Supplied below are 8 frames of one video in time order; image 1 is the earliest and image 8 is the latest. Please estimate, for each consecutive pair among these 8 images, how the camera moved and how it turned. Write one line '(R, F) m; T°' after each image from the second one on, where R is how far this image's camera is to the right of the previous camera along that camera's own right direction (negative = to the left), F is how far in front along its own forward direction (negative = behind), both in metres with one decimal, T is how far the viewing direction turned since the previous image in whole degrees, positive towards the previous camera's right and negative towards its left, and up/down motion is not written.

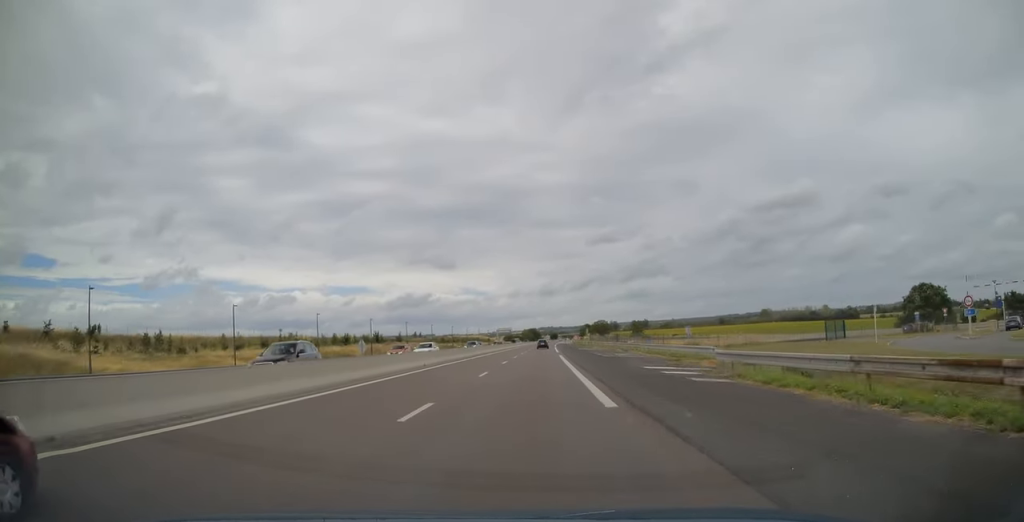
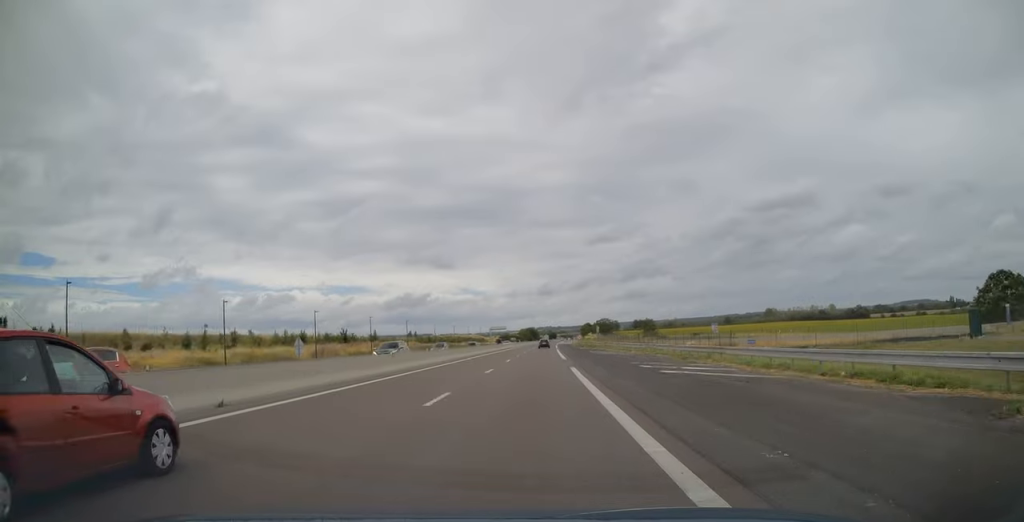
(0.0, +23.3) m; 0°
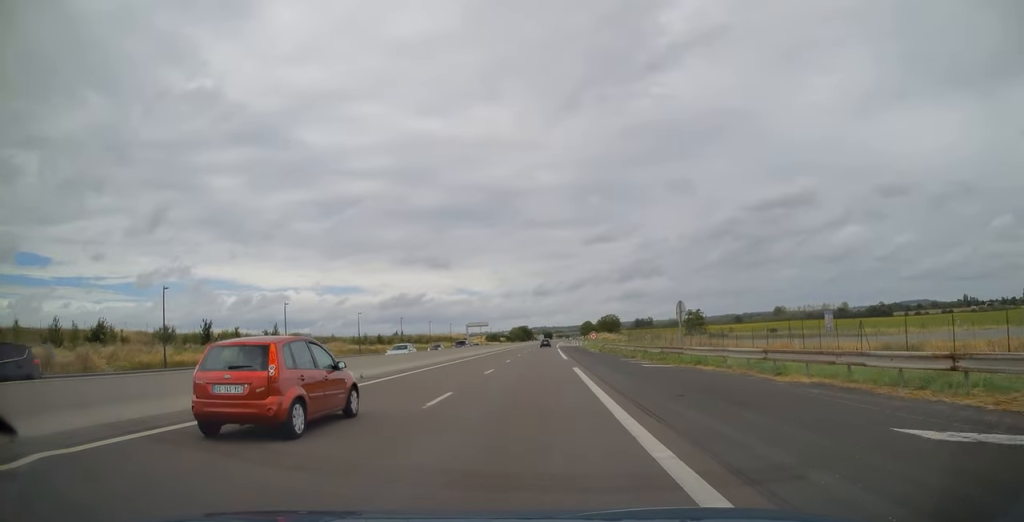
(+0.2, +51.9) m; 0°
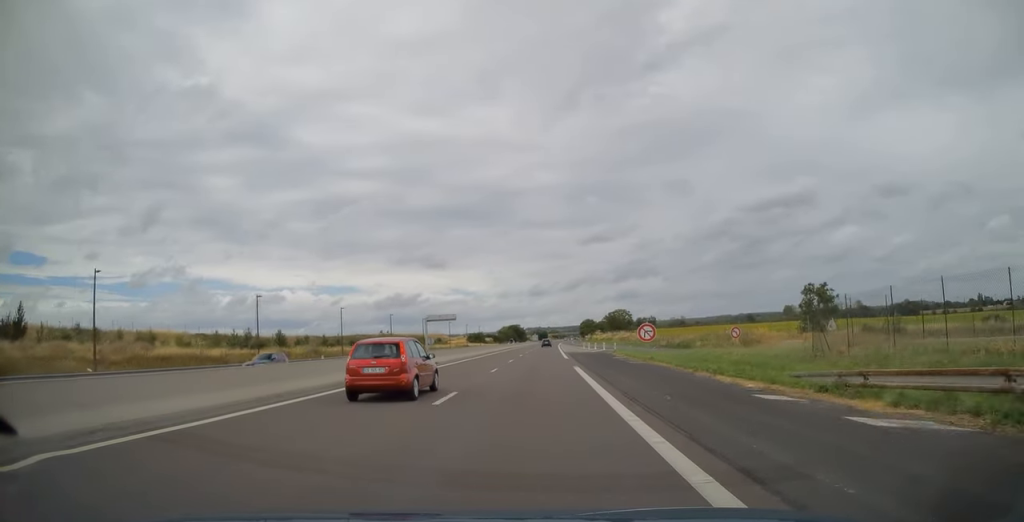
(+0.2, +50.8) m; +1°
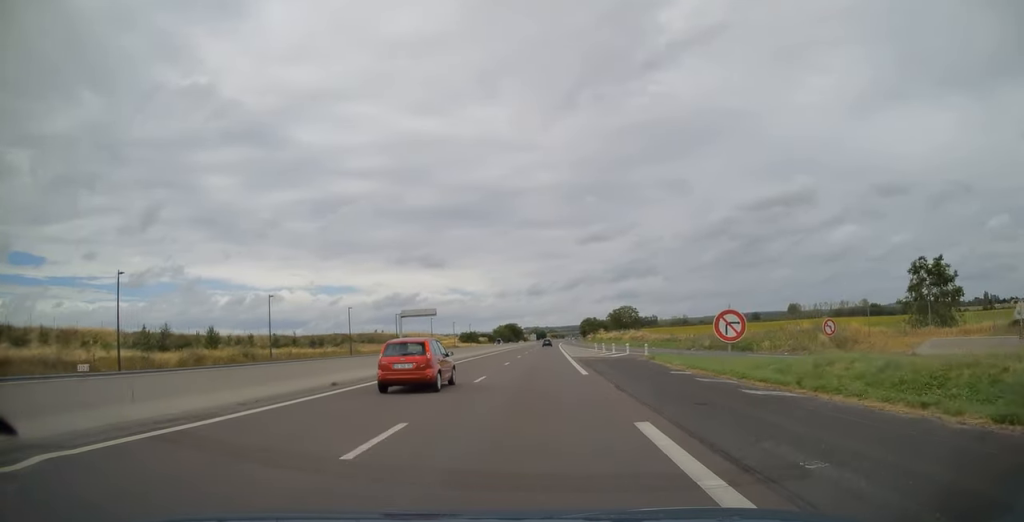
(+0.1, +18.9) m; 0°
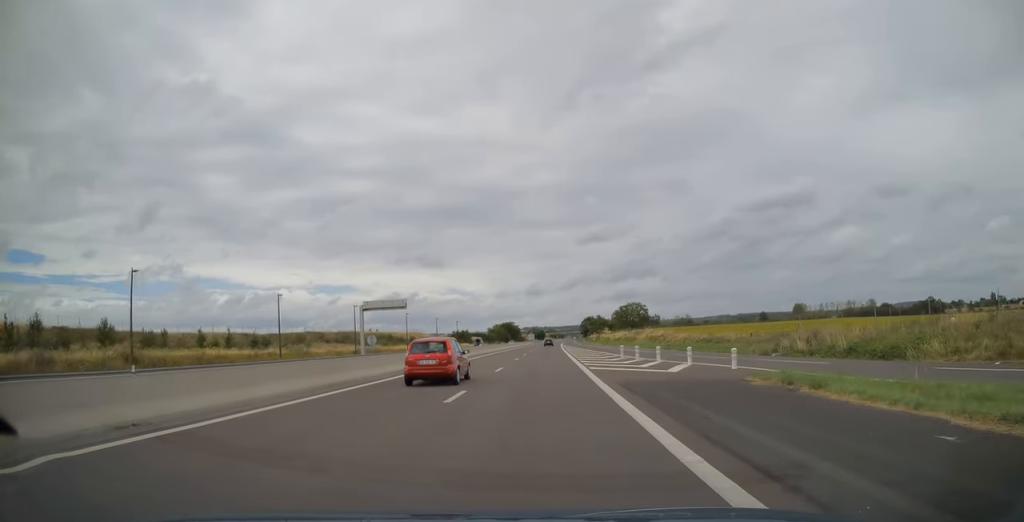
(0.0, +19.4) m; 0°
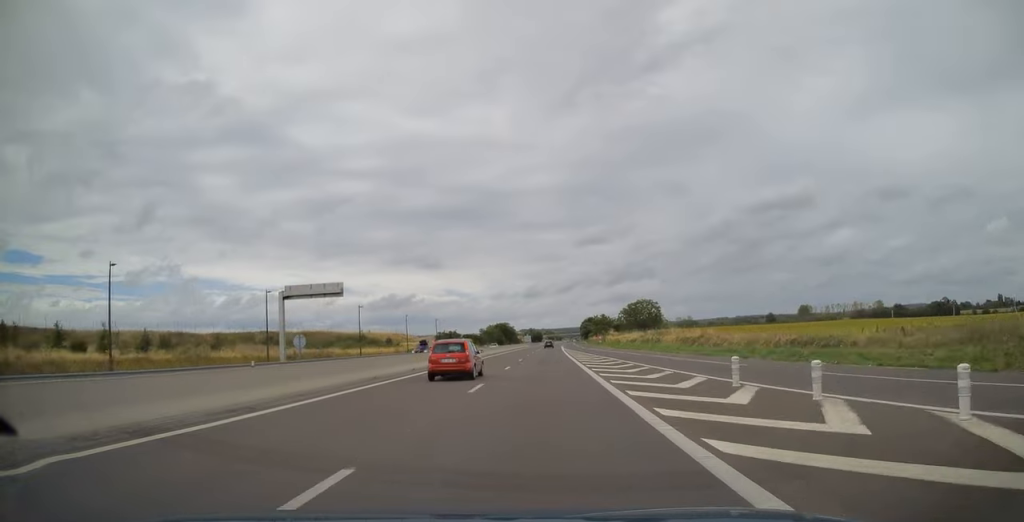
(0.0, +22.7) m; 0°
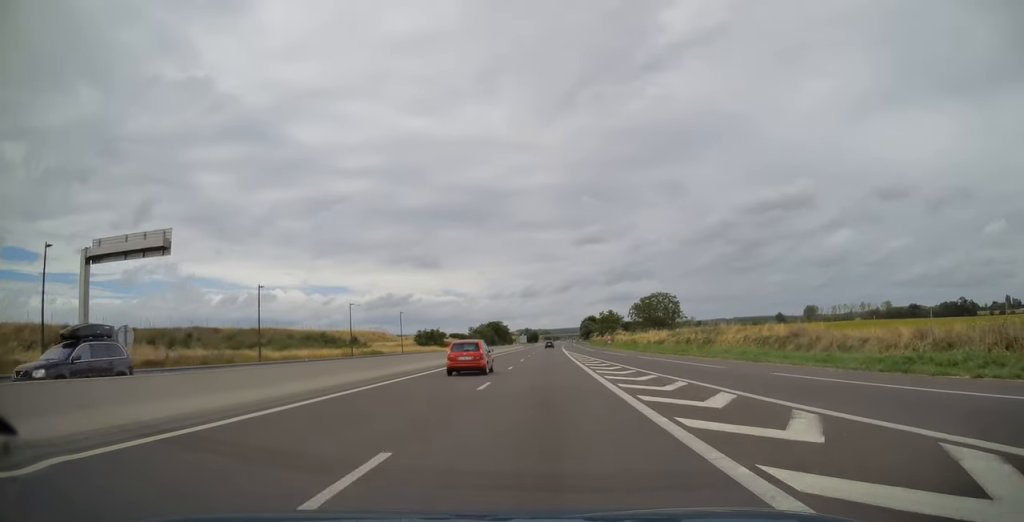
(0.0, +24.8) m; 0°
